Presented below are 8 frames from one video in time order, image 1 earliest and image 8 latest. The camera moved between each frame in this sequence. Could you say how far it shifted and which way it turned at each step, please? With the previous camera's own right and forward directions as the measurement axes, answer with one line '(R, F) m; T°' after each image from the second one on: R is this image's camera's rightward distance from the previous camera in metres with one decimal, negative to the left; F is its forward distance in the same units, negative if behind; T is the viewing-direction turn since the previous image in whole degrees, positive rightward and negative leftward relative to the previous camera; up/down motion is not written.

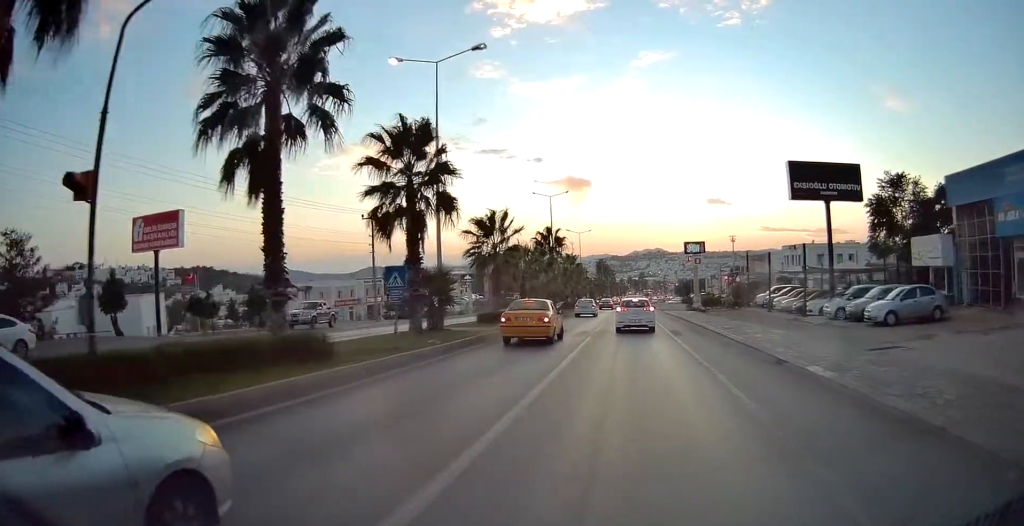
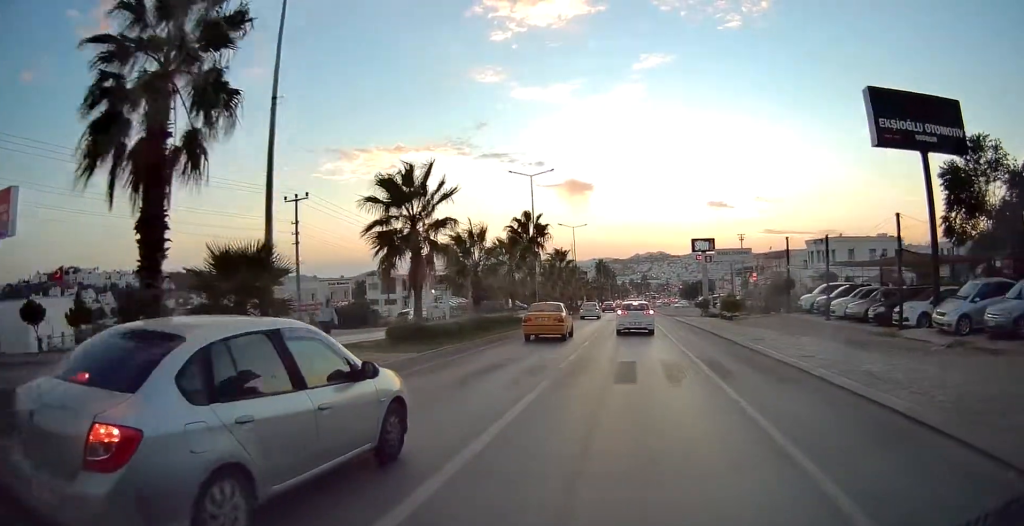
(+0.1, +11.7) m; +1°
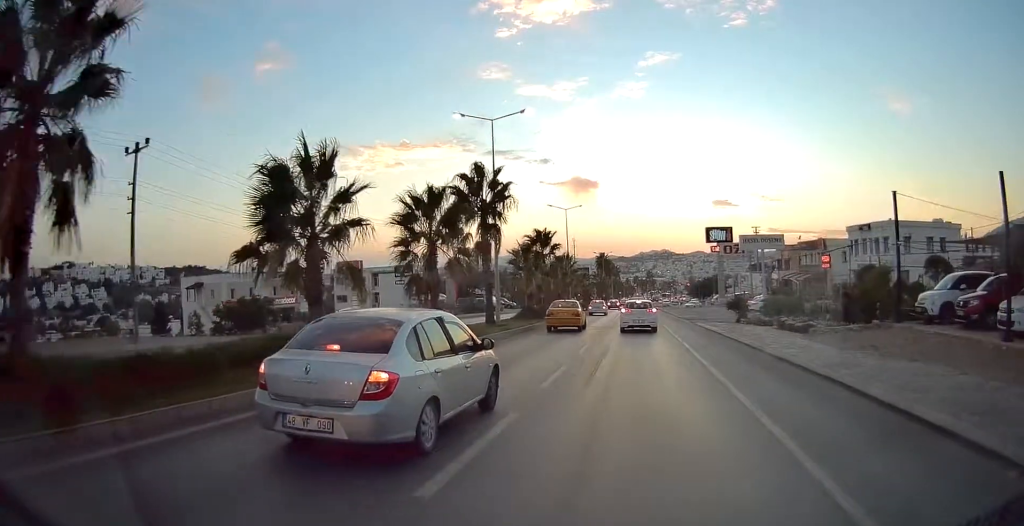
(-0.1, +14.4) m; -1°
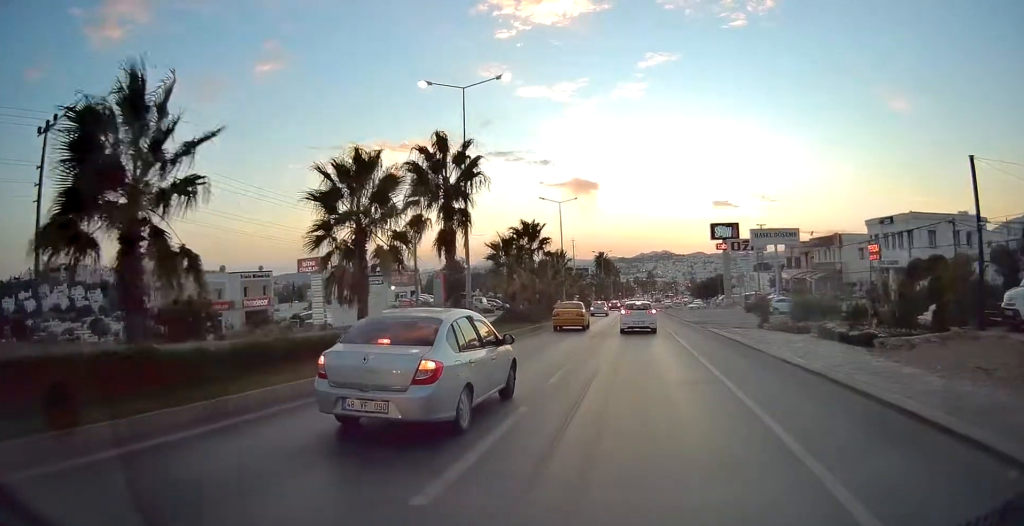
(0.0, +5.6) m; 0°
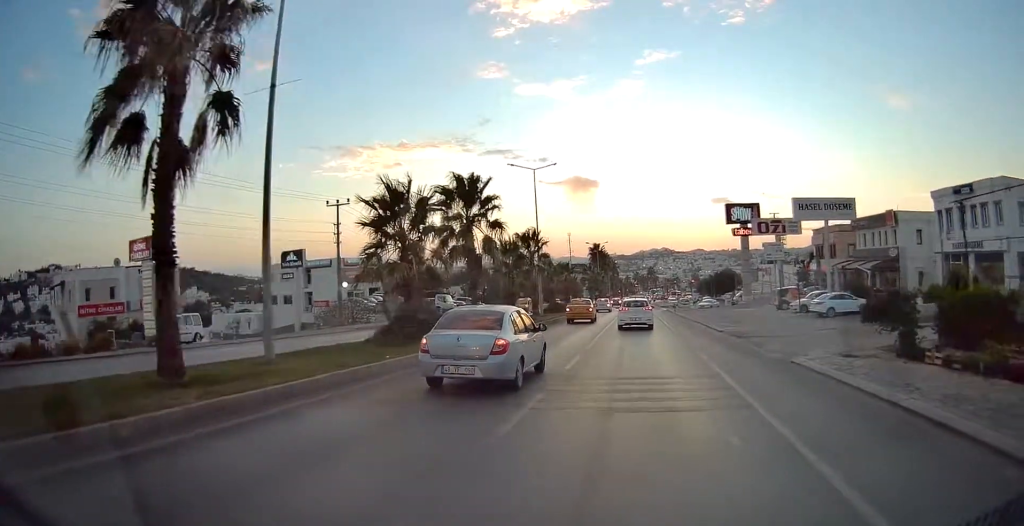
(-0.2, +15.2) m; -1°
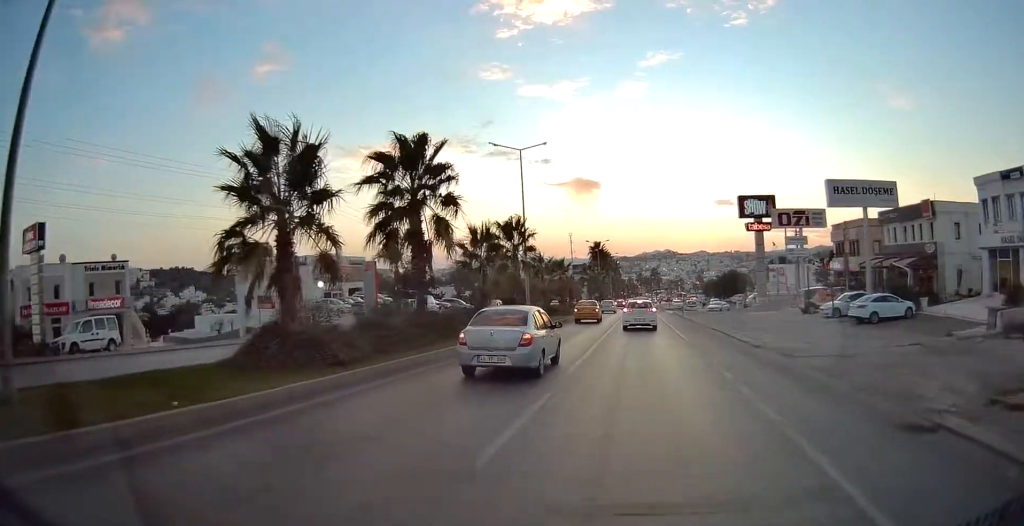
(0.0, +7.1) m; 0°
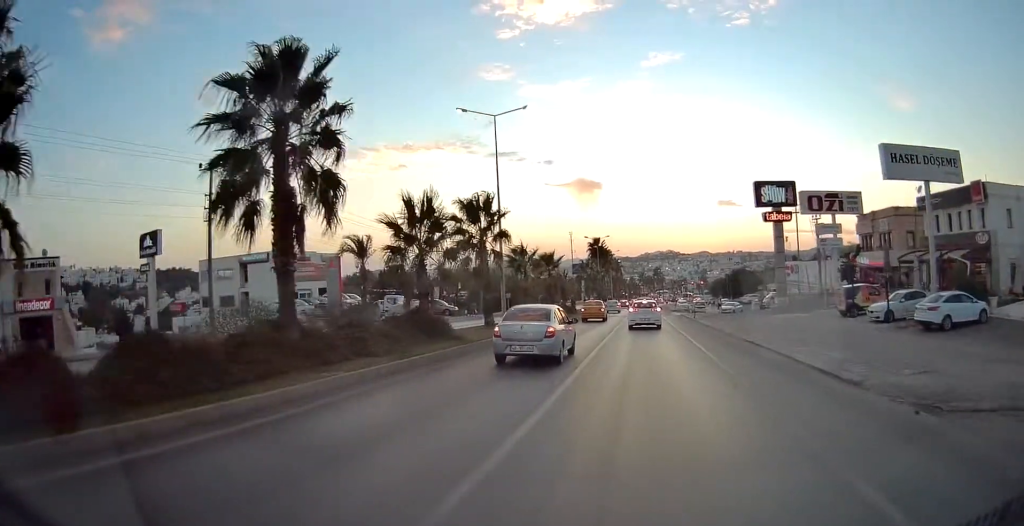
(0.0, +8.2) m; +1°
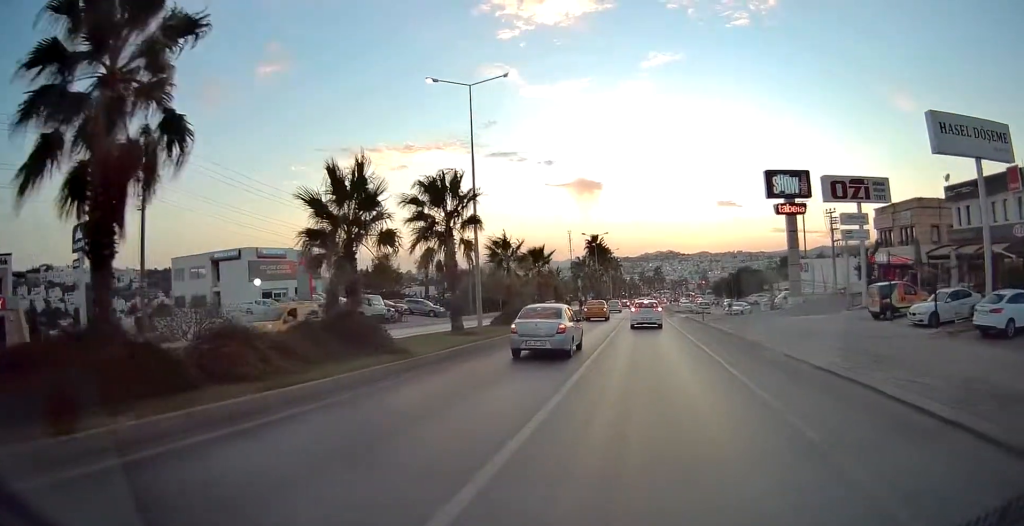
(0.0, +5.1) m; 0°
